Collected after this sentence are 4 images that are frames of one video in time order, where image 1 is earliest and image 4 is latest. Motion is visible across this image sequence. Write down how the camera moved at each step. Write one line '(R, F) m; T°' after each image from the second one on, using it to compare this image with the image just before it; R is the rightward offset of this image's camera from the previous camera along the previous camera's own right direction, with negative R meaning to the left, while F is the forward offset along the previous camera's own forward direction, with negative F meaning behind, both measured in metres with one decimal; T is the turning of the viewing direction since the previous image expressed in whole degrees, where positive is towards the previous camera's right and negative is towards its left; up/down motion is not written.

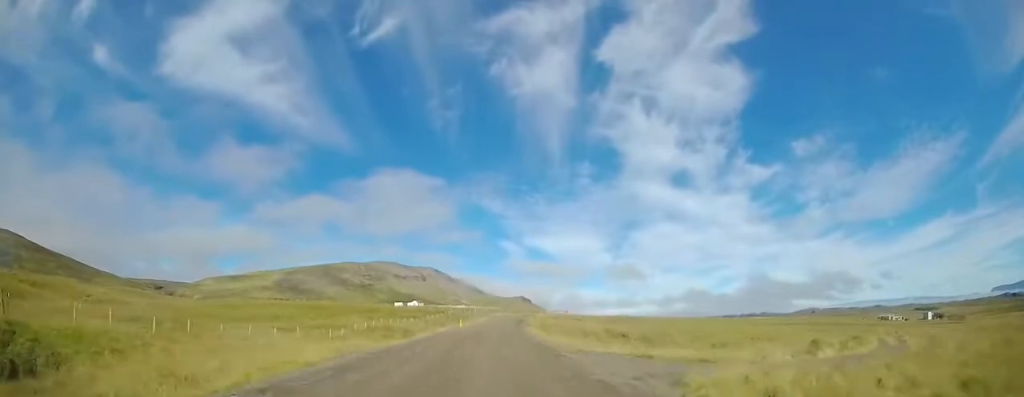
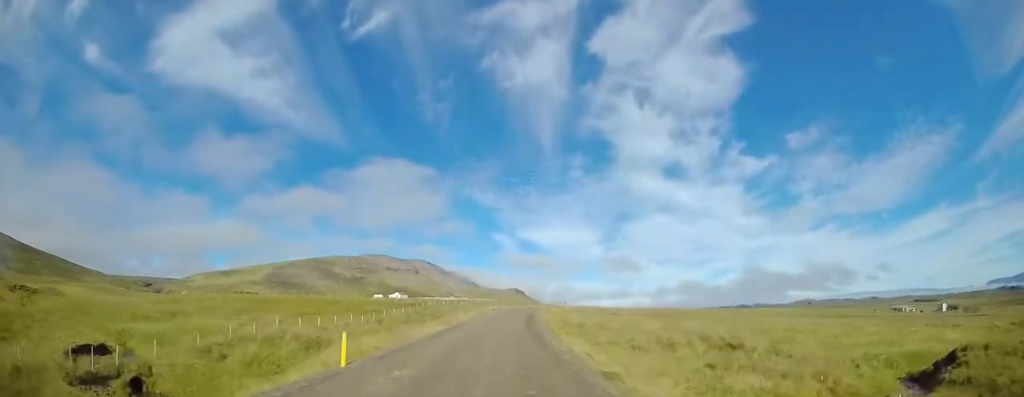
(0.0, +28.8) m; 0°
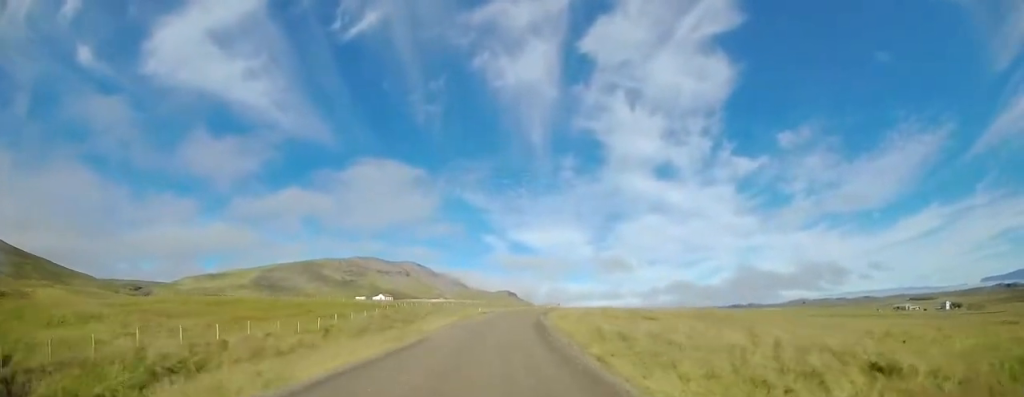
(+0.1, +15.3) m; 0°
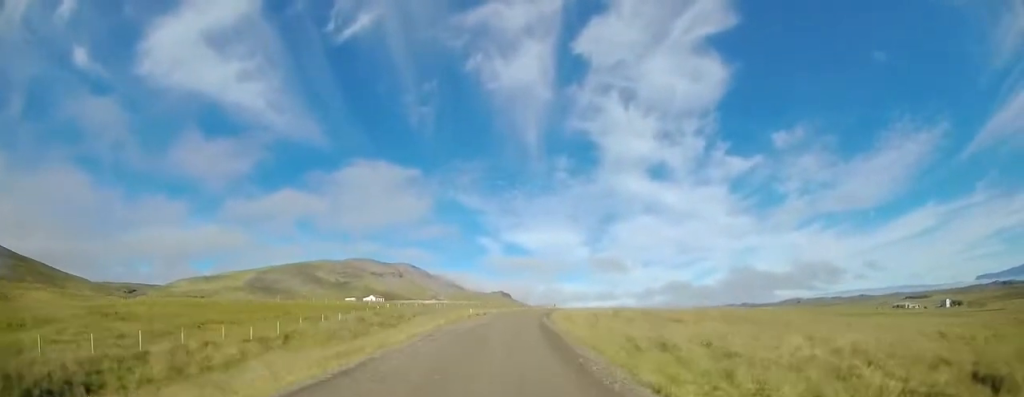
(-0.2, +6.7) m; +1°
